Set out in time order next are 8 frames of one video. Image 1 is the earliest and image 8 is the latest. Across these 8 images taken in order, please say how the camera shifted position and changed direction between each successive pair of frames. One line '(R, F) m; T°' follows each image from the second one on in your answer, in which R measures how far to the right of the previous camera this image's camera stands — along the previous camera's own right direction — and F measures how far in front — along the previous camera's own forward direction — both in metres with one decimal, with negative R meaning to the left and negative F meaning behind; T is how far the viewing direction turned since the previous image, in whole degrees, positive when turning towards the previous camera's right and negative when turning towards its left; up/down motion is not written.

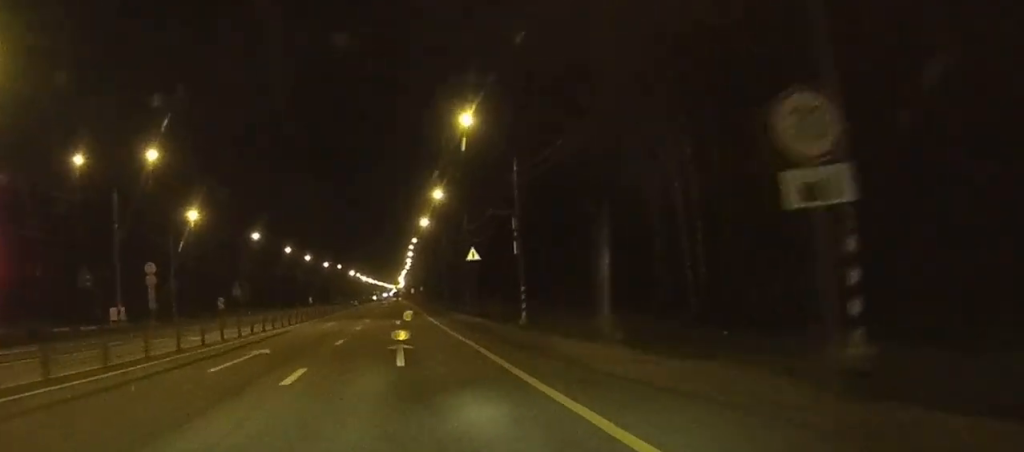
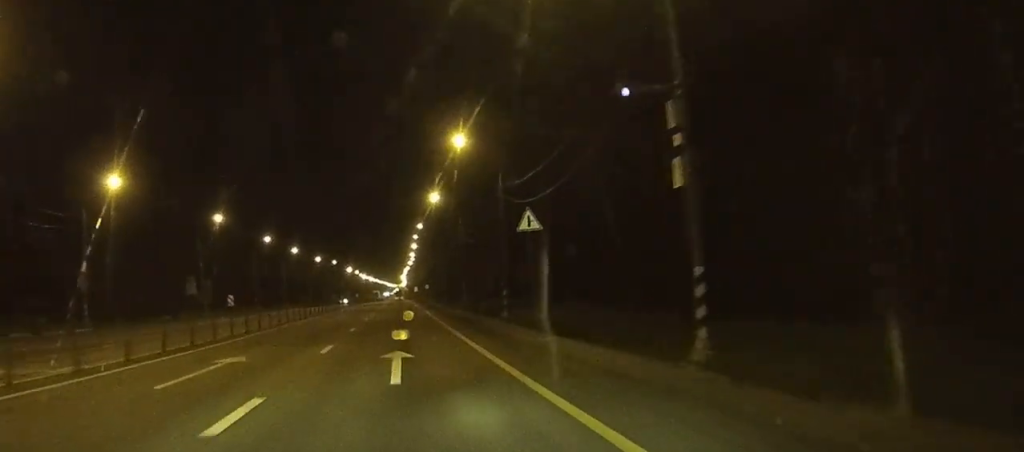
(+0.2, +28.3) m; +1°
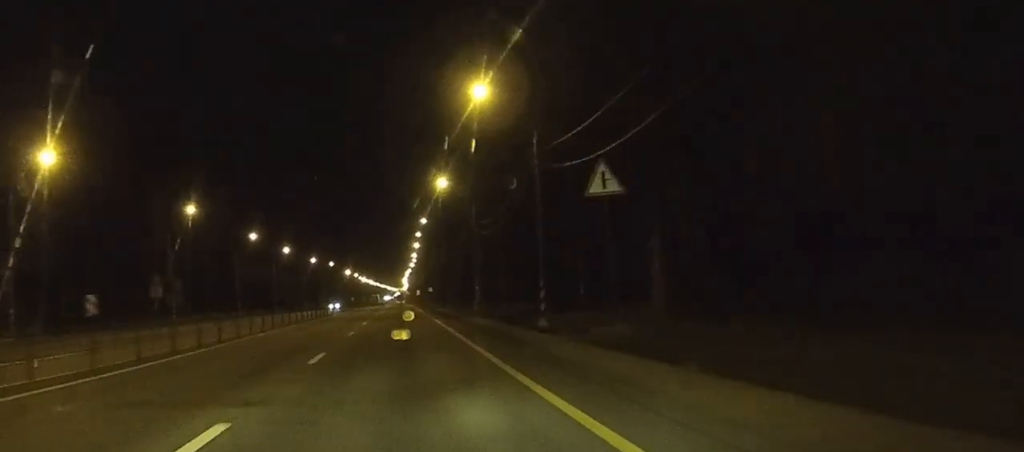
(0.0, +14.2) m; 0°
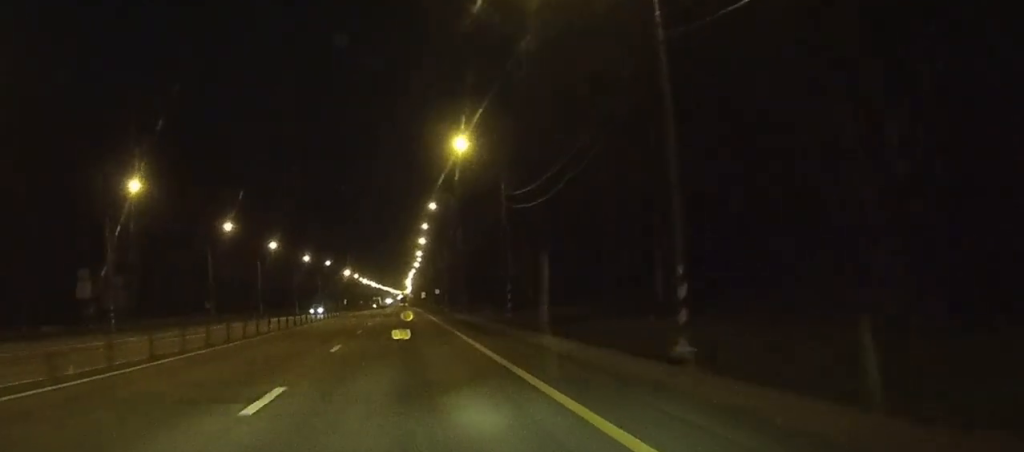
(0.0, +20.2) m; 0°
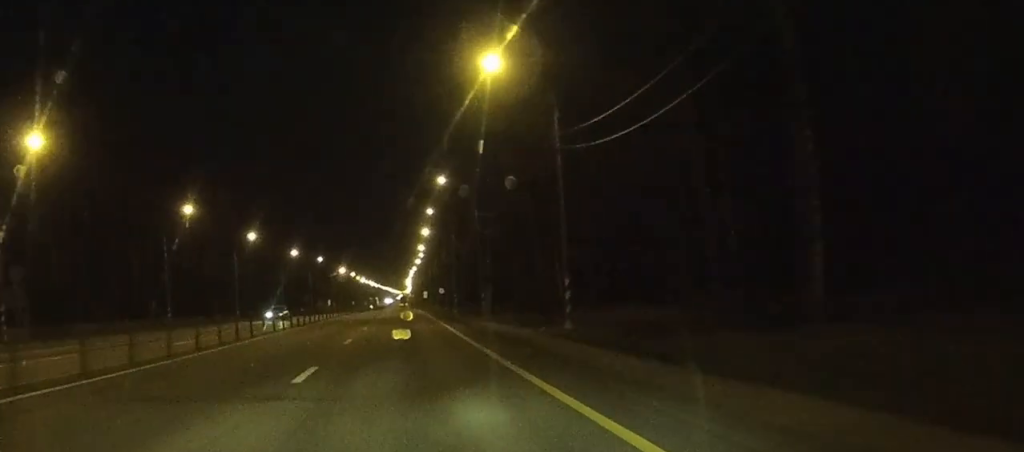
(-0.1, +19.6) m; 0°
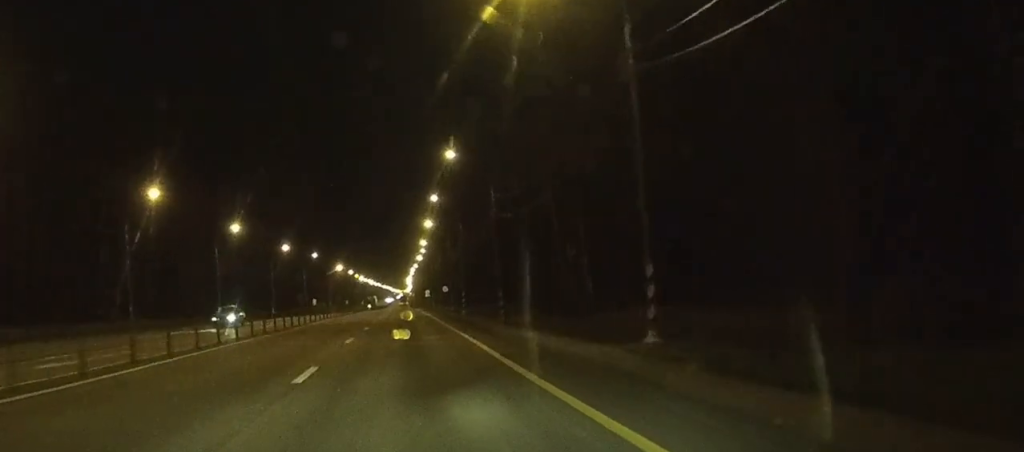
(0.0, +12.0) m; 0°
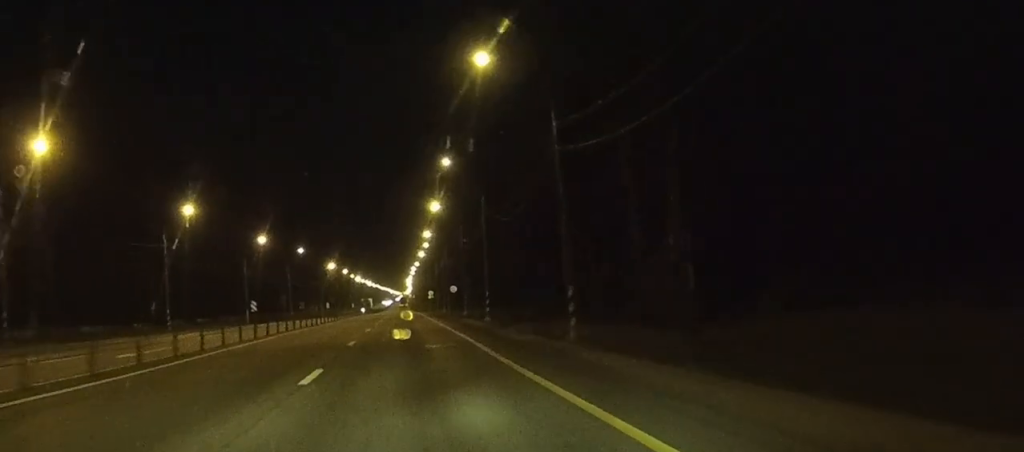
(0.0, +23.3) m; 0°
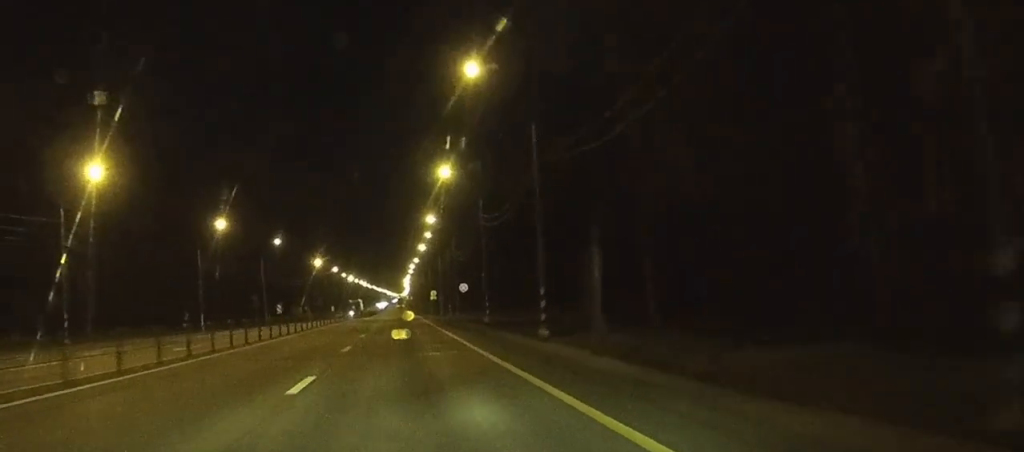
(+0.1, +24.9) m; 0°
